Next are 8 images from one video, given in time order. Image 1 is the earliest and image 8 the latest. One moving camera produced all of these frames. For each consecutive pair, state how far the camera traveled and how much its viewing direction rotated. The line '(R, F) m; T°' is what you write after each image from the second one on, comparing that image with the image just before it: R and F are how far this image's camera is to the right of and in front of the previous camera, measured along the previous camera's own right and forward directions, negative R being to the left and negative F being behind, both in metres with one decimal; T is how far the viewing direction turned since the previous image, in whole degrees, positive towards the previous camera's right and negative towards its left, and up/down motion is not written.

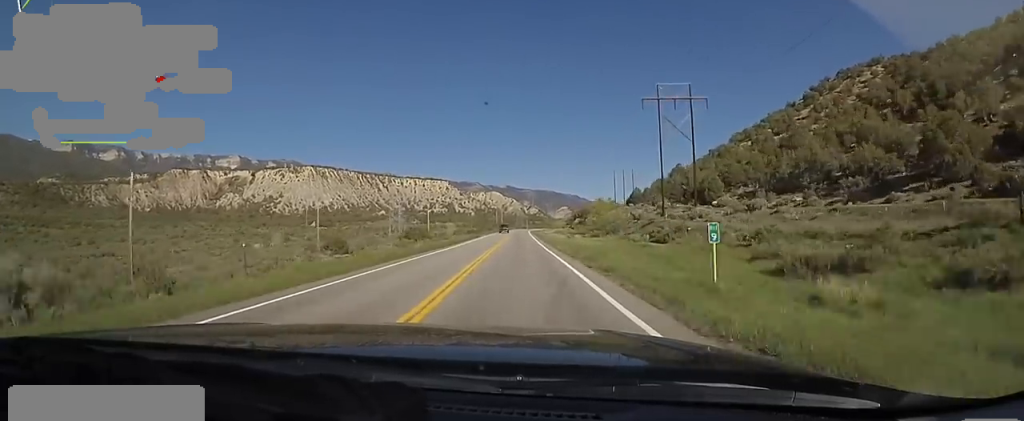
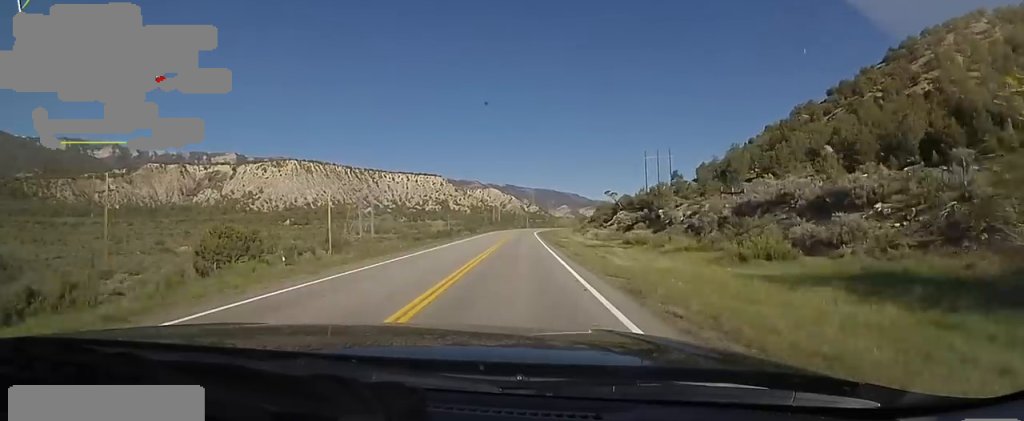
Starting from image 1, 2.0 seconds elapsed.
(+1.0, +61.7) m; 0°
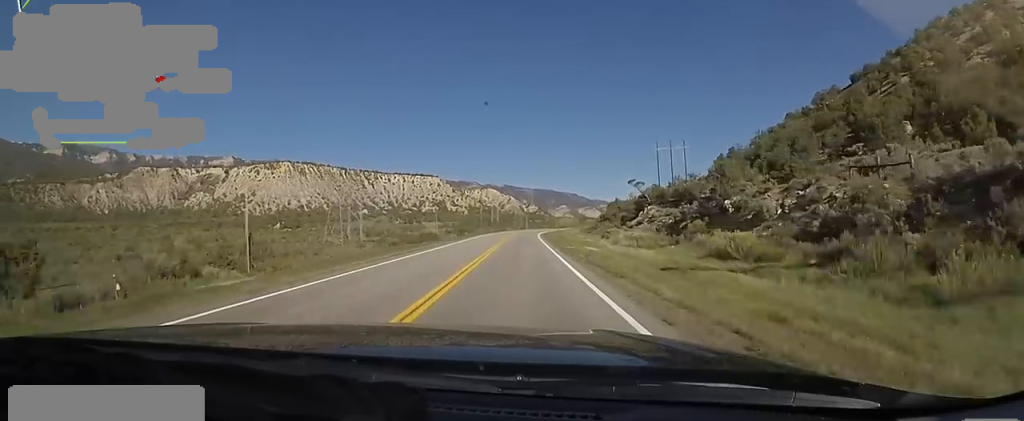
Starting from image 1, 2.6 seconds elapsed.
(-1.1, +18.3) m; 0°
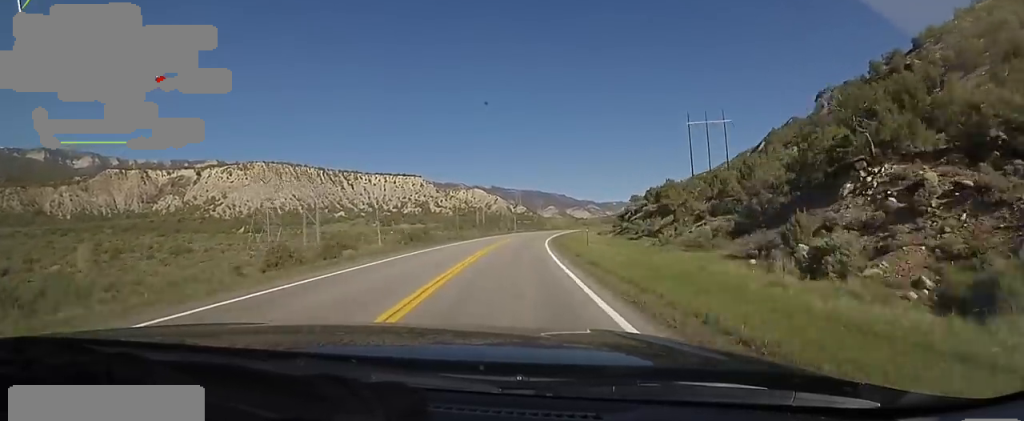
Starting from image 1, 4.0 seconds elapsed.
(+1.2, +42.8) m; 0°
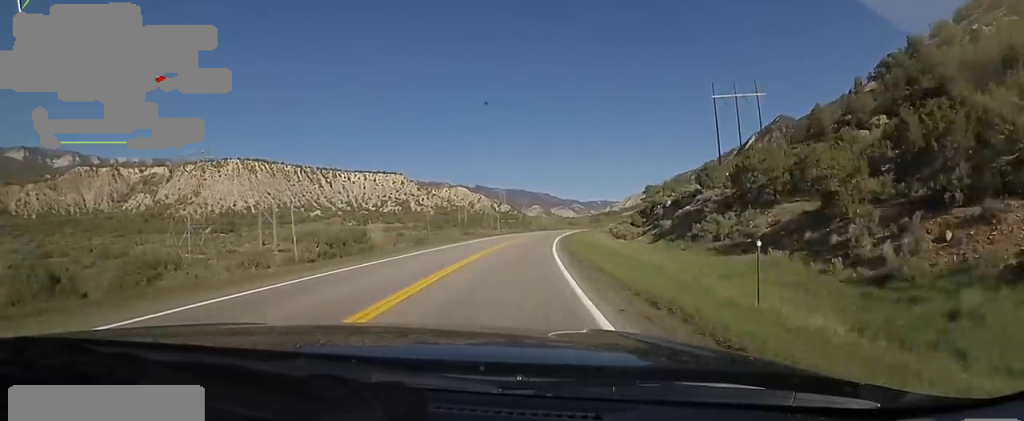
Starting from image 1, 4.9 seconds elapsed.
(-1.6, +26.6) m; 0°
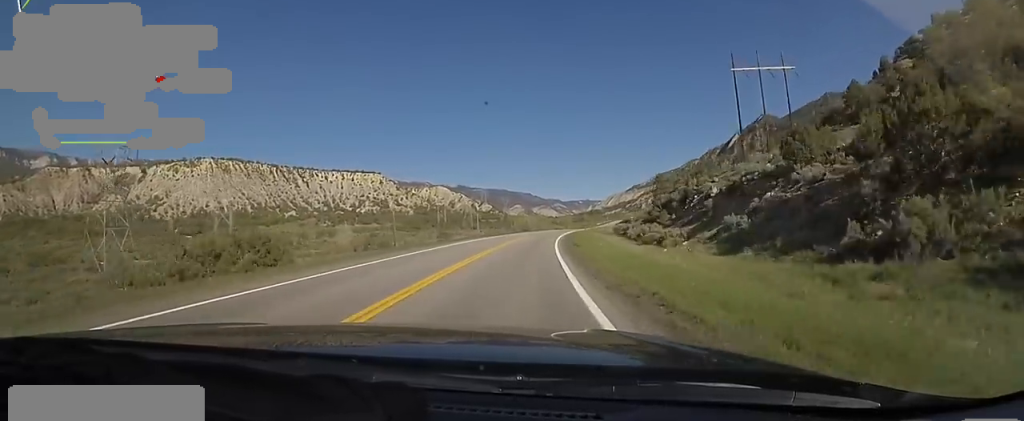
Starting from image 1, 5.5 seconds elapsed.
(+0.8, +18.4) m; +4°
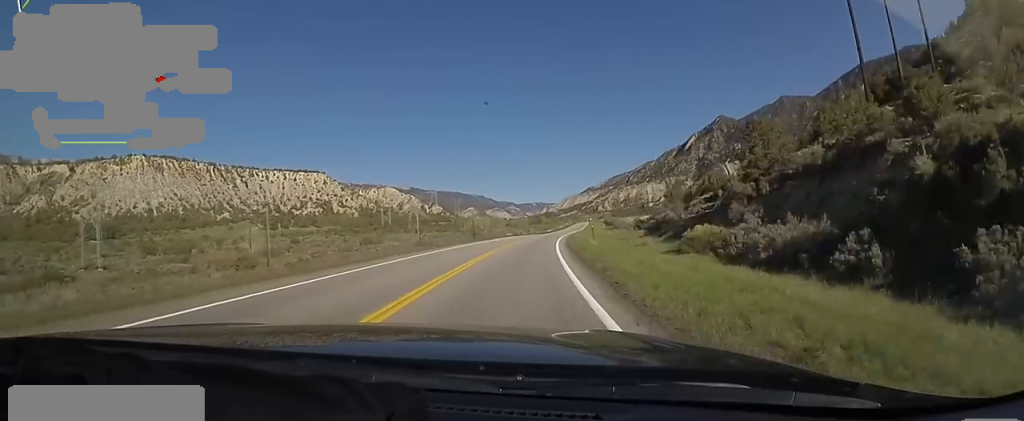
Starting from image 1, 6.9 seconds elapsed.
(+3.4, +41.6) m; +9°
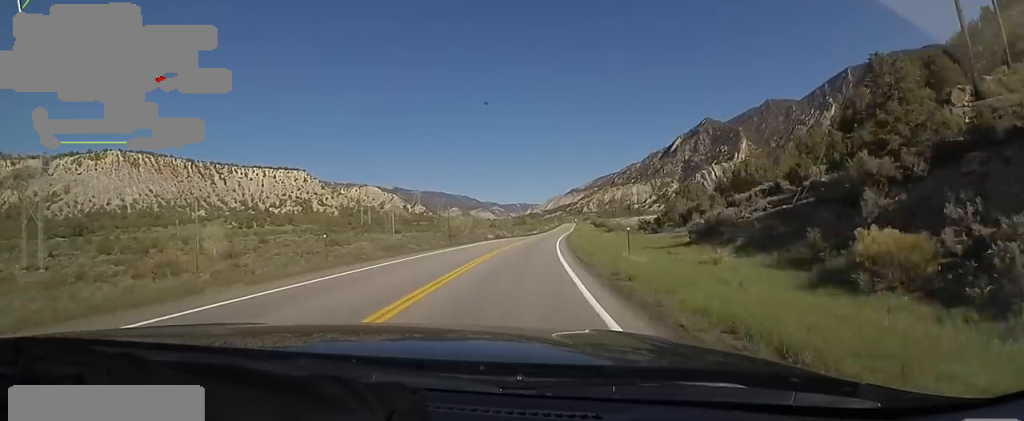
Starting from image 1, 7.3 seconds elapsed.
(+0.4, +14.2) m; +1°
